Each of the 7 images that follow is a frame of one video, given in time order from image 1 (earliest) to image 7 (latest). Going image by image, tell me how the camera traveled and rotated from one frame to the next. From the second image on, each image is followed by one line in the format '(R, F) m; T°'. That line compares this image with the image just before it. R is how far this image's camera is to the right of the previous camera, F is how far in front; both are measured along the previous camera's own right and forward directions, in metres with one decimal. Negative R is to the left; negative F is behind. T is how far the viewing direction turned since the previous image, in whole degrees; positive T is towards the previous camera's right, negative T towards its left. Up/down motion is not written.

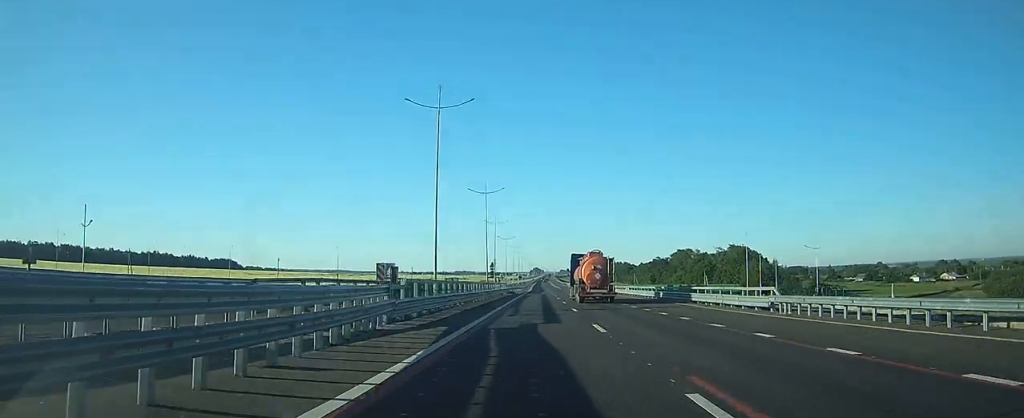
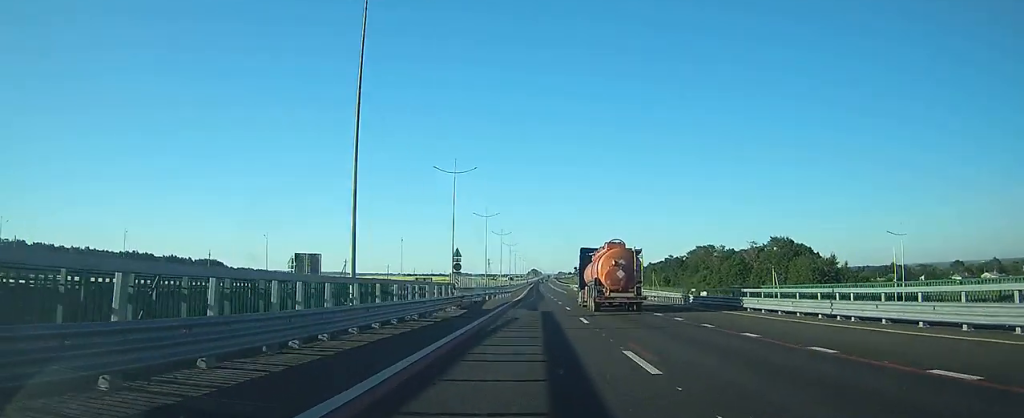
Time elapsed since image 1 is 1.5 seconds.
(+0.1, +43.8) m; 0°
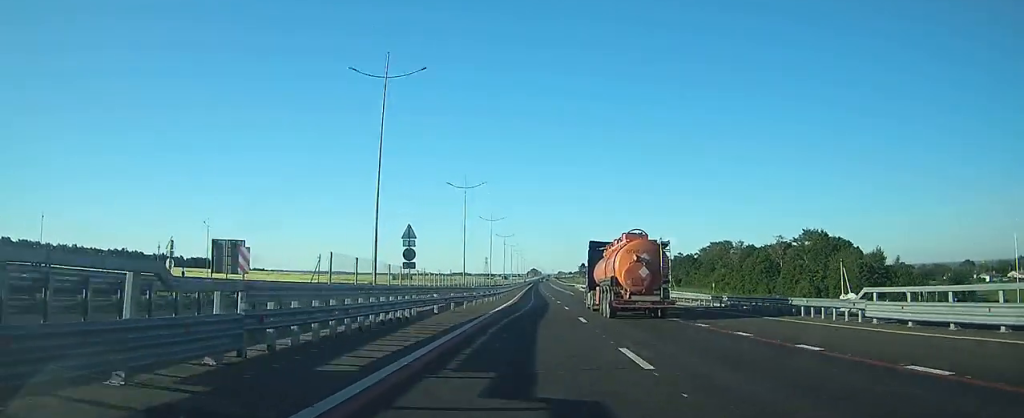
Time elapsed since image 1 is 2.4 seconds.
(+0.1, +23.7) m; 0°
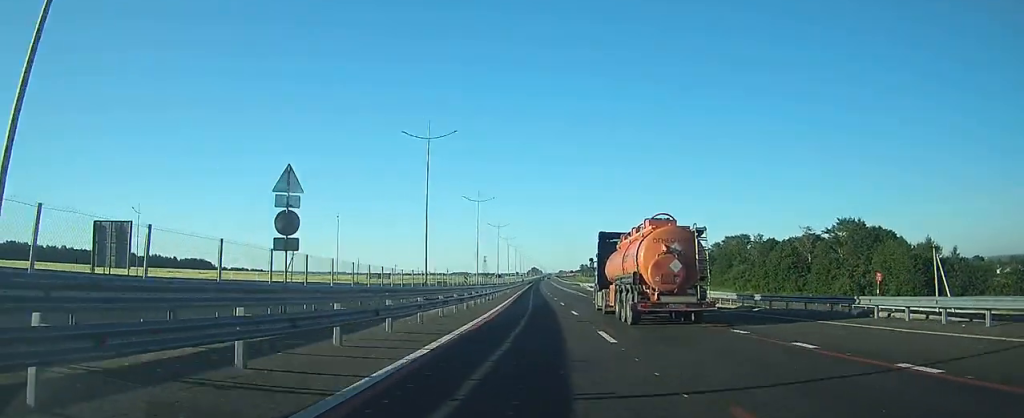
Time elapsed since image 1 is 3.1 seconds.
(0.0, +19.9) m; 0°
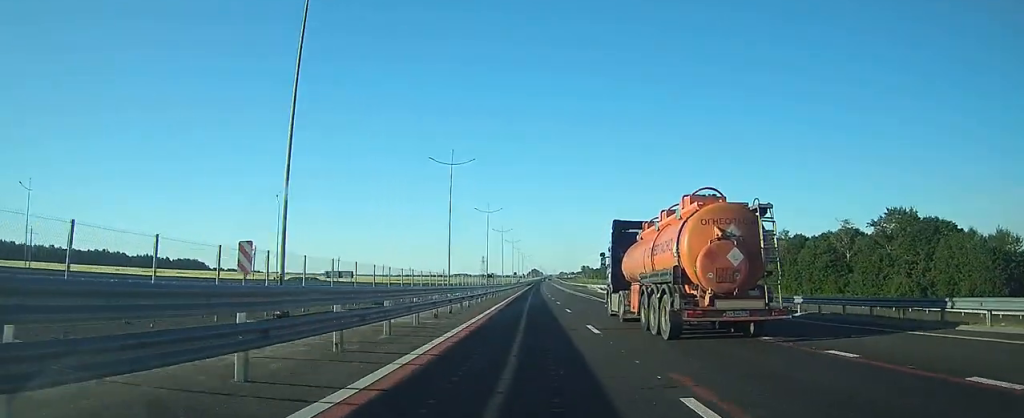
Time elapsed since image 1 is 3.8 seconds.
(+0.1, +21.7) m; 0°
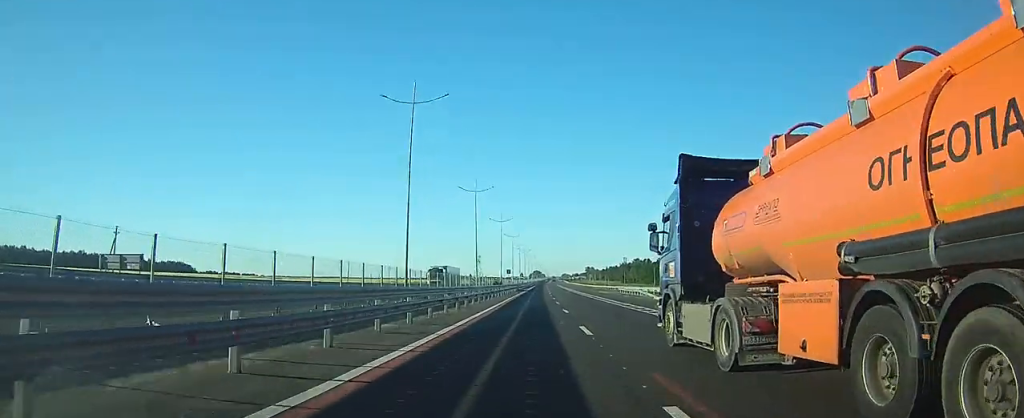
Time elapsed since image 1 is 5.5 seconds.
(-0.2, +48.2) m; 0°
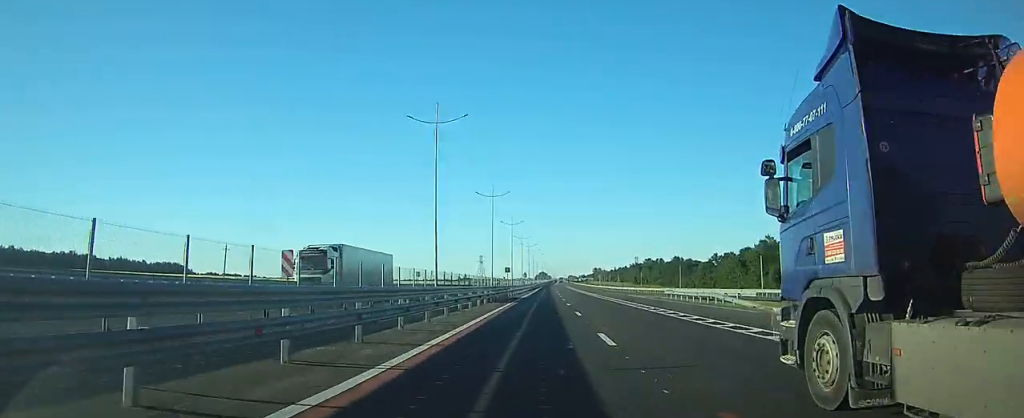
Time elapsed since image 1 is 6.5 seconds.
(0.0, +26.5) m; 0°
